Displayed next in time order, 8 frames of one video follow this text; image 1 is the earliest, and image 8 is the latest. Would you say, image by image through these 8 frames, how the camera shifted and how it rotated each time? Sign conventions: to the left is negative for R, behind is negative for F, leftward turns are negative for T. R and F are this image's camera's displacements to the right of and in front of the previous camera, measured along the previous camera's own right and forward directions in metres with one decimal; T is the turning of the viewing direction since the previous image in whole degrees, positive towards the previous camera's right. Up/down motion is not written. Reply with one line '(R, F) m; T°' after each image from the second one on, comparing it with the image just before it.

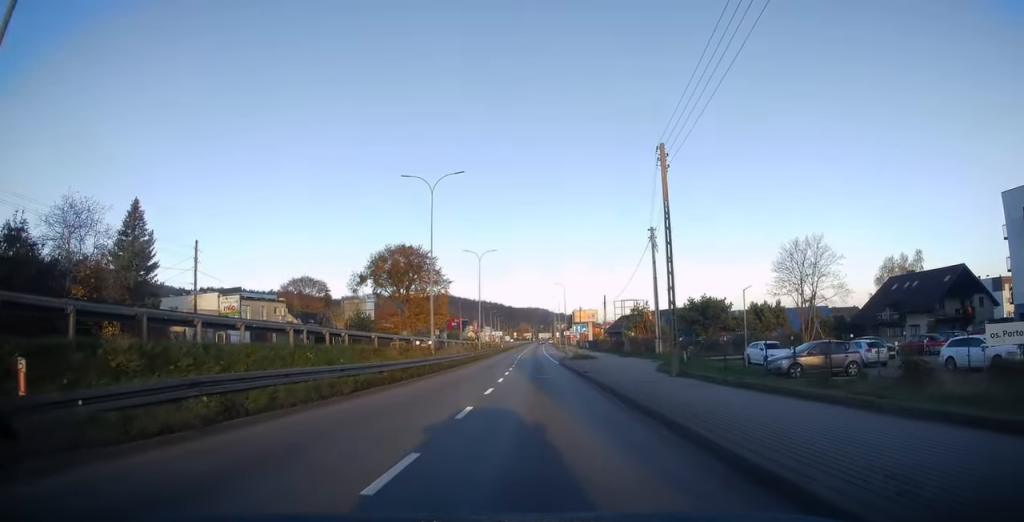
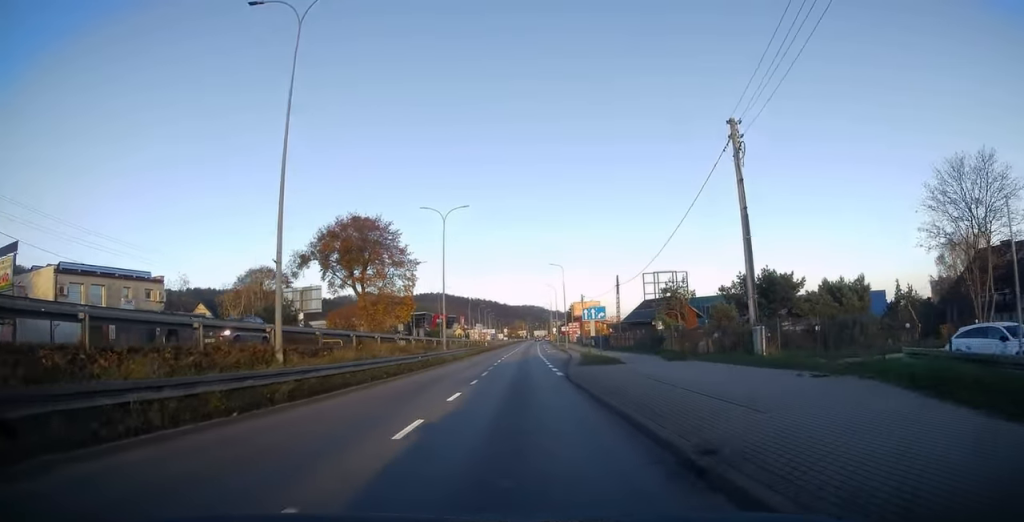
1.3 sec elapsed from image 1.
(0.0, +21.2) m; 0°
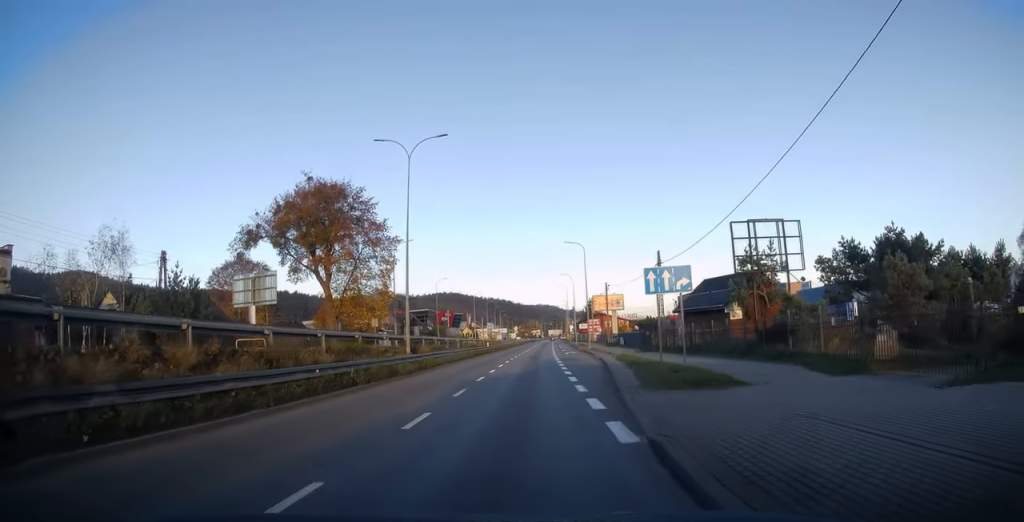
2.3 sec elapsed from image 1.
(-0.1, +17.0) m; -1°
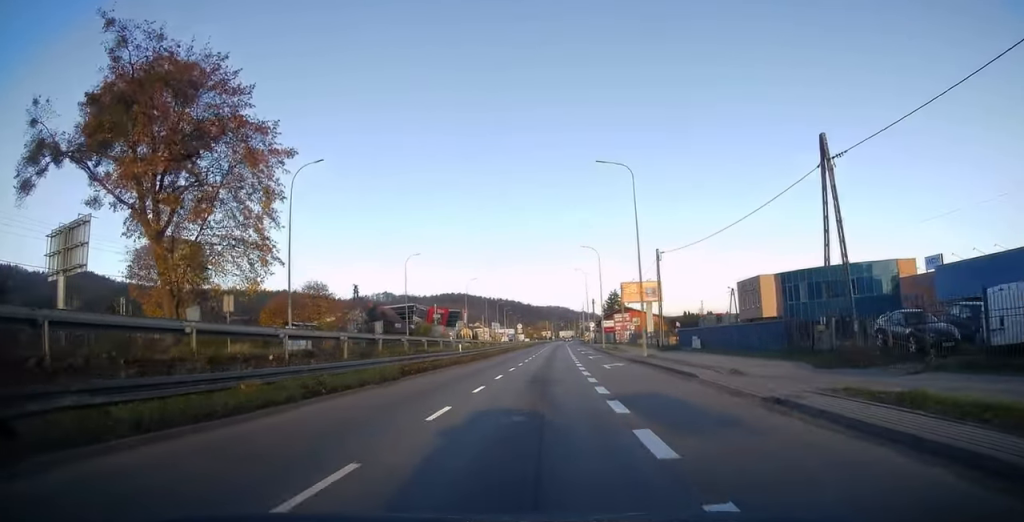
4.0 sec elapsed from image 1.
(-0.2, +29.0) m; 0°
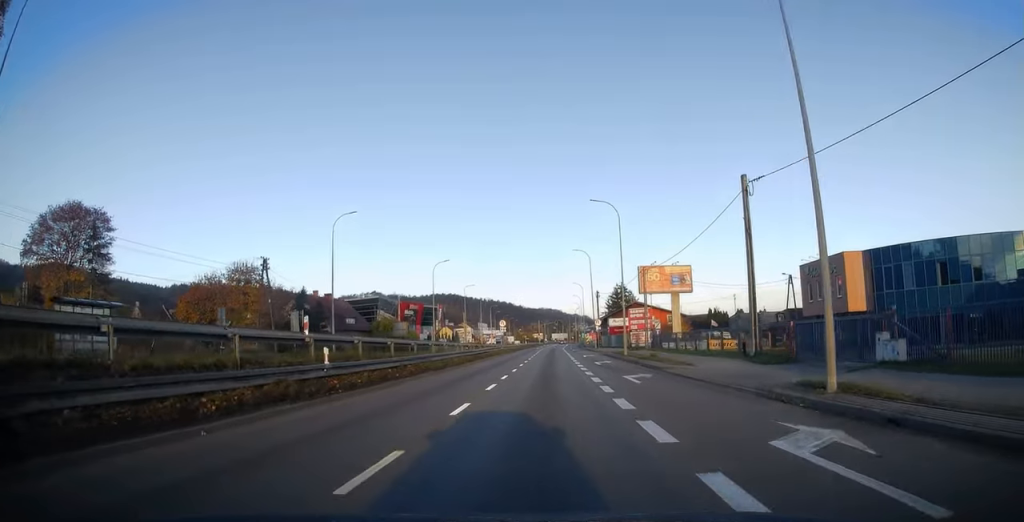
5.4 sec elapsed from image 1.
(+0.2, +22.9) m; -1°
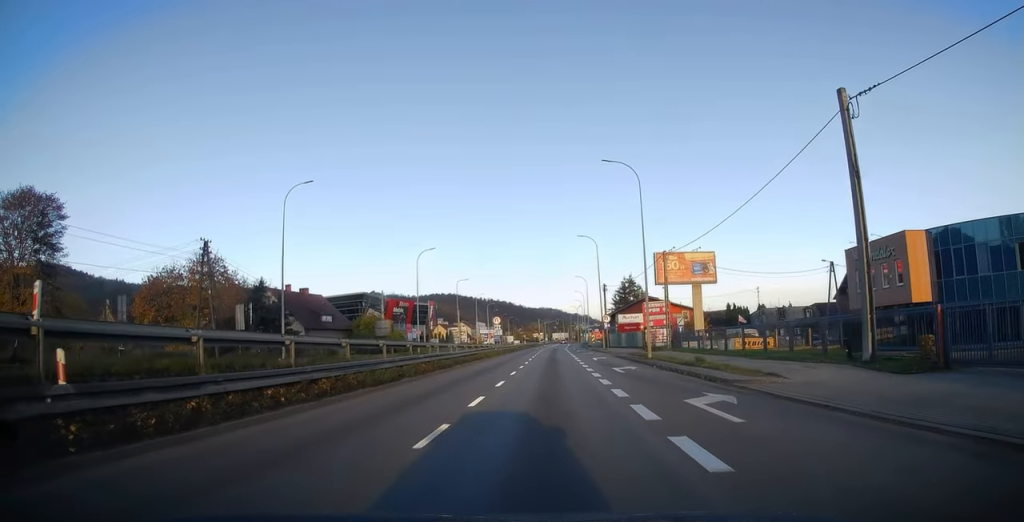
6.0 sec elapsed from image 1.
(-0.2, +9.7) m; 0°
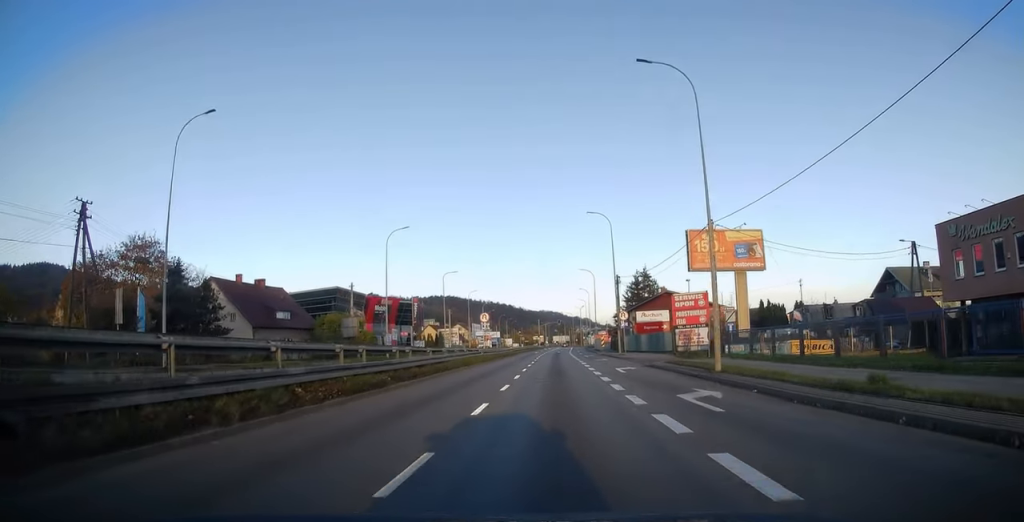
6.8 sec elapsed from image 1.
(-0.1, +13.2) m; +1°
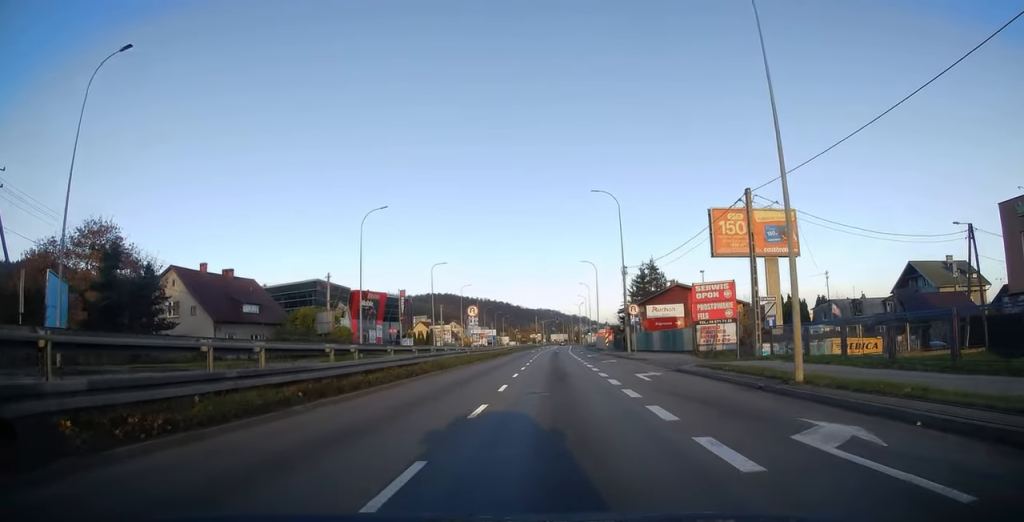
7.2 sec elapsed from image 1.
(+0.1, +6.9) m; +1°
